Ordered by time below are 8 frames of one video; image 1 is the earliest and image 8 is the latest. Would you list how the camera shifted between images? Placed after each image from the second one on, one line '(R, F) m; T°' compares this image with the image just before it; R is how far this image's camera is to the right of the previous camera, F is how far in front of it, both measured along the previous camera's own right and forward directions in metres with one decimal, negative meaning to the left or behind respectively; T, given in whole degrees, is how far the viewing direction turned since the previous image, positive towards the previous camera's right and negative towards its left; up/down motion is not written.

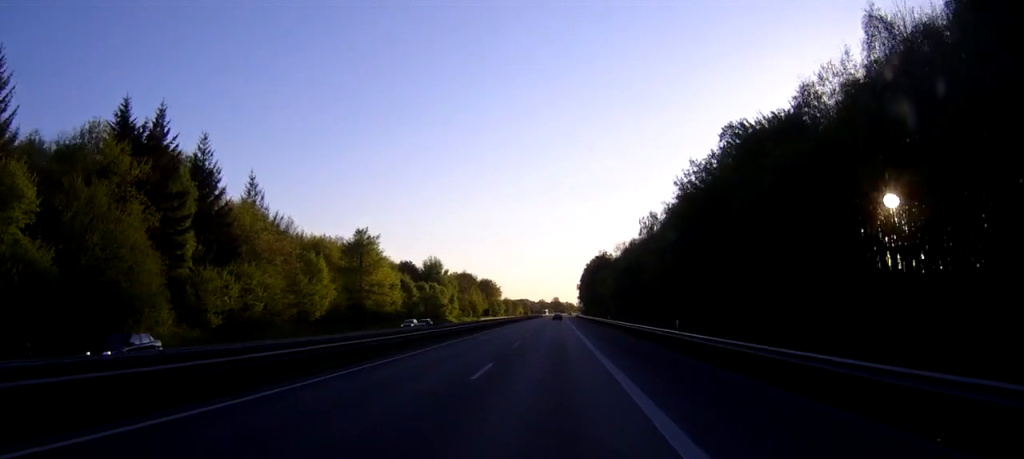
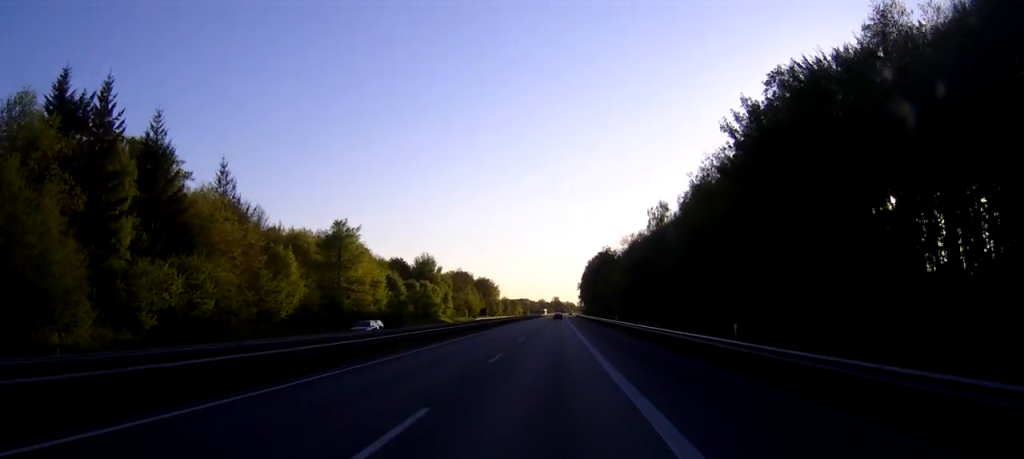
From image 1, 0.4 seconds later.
(0.0, +13.2) m; 0°
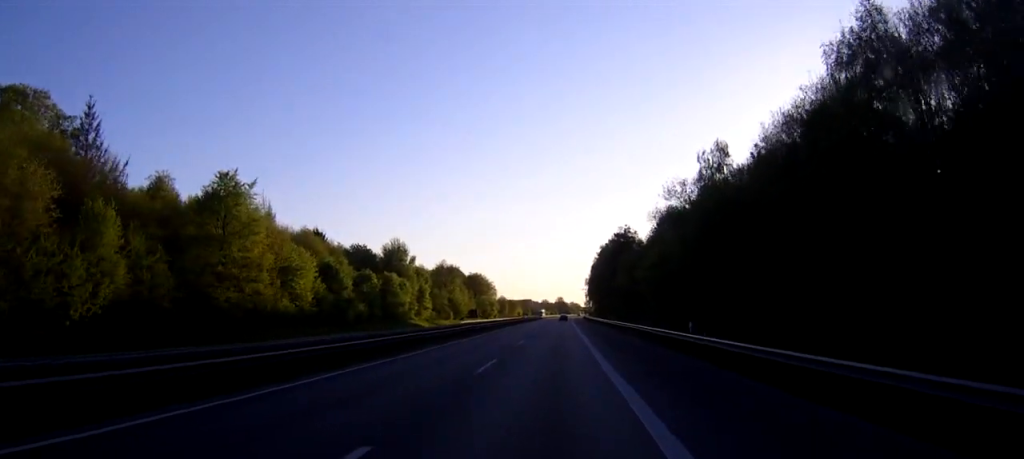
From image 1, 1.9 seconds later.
(-0.1, +46.5) m; 0°
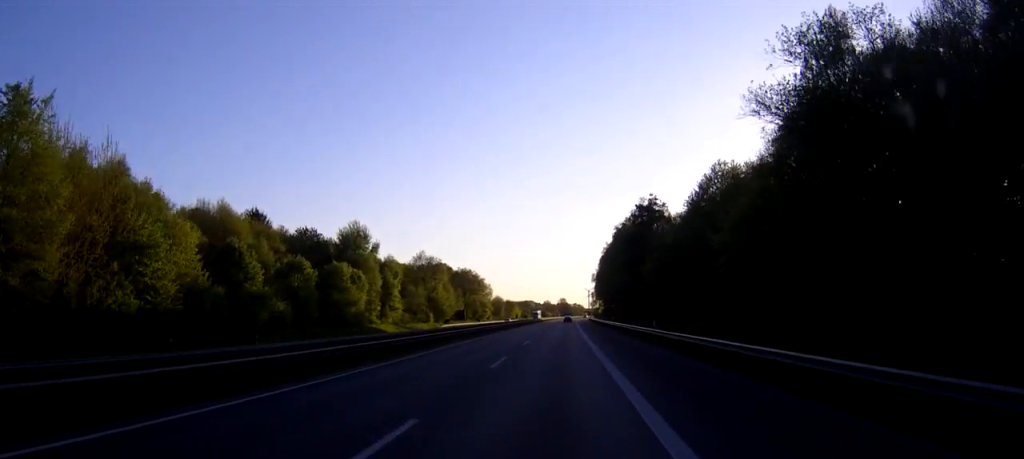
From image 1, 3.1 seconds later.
(0.0, +38.6) m; 0°
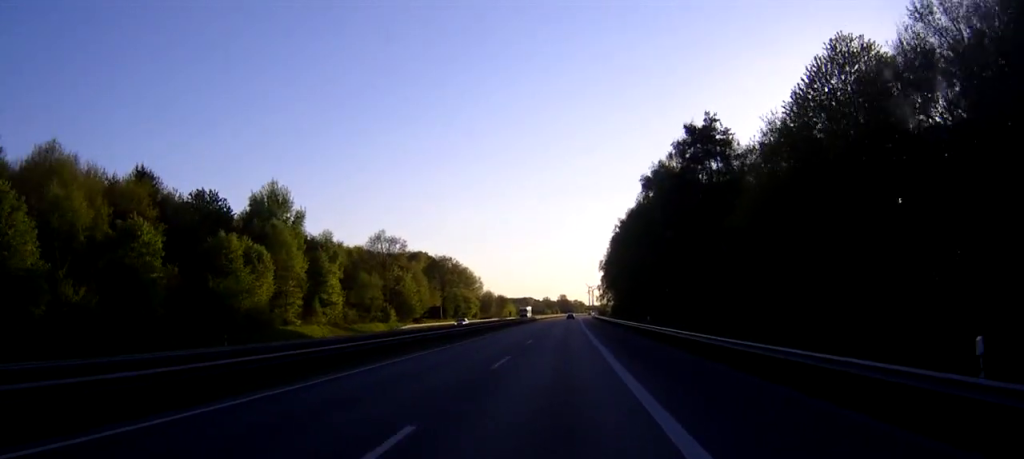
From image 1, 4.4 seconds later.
(0.0, +41.2) m; 0°
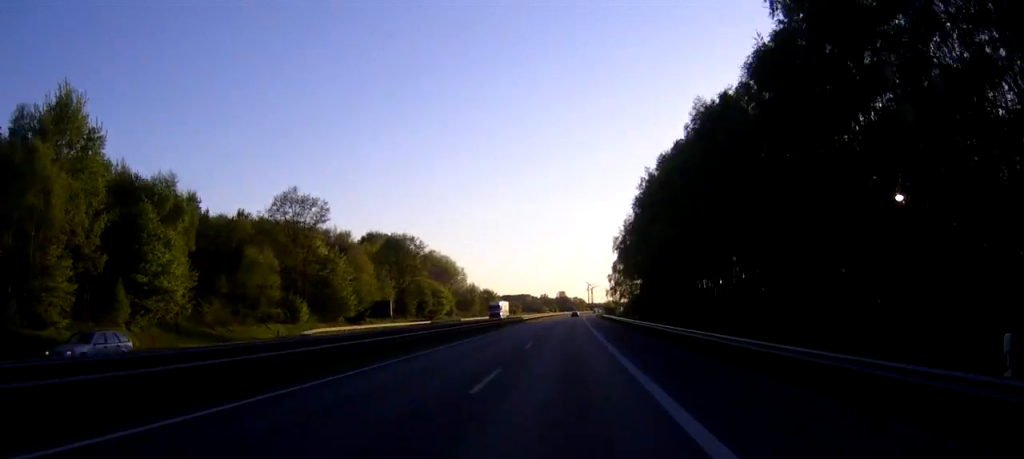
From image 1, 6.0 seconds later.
(0.0, +46.1) m; 0°
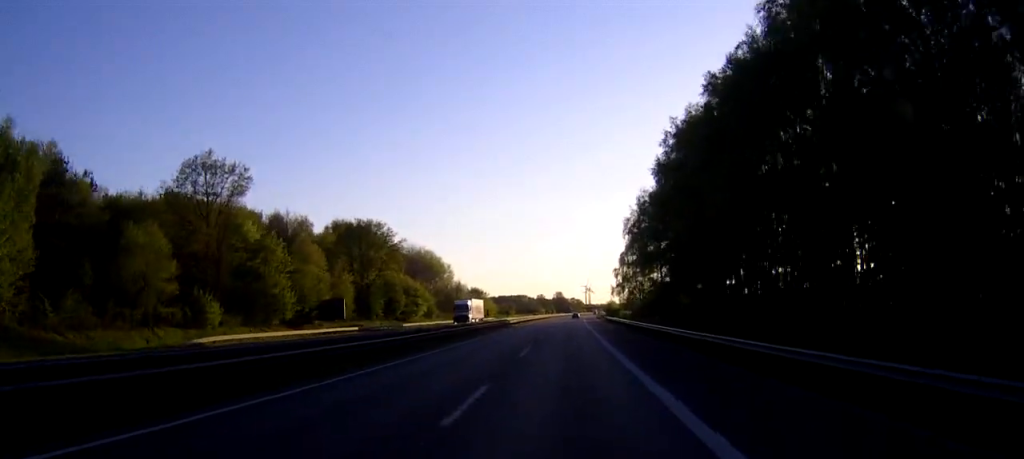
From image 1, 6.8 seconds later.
(+0.1, +23.1) m; 0°
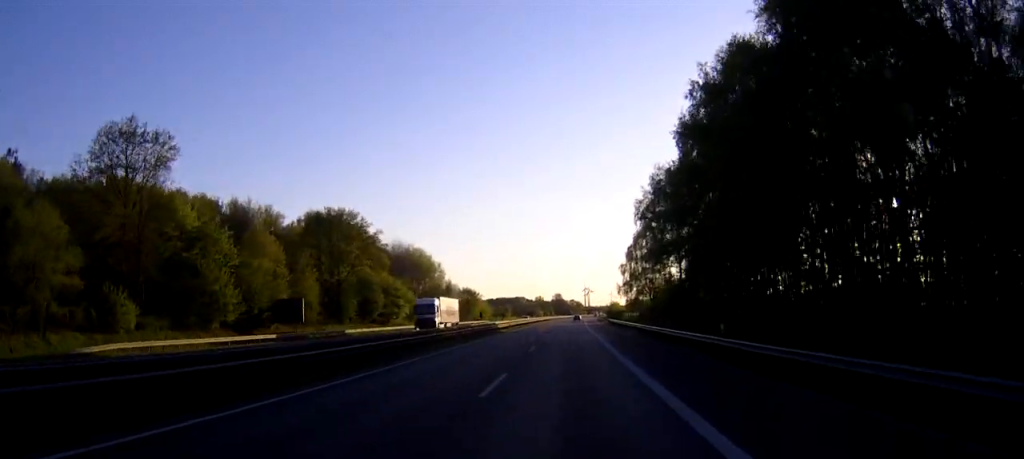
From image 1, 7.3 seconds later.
(+0.1, +14.3) m; 0°
